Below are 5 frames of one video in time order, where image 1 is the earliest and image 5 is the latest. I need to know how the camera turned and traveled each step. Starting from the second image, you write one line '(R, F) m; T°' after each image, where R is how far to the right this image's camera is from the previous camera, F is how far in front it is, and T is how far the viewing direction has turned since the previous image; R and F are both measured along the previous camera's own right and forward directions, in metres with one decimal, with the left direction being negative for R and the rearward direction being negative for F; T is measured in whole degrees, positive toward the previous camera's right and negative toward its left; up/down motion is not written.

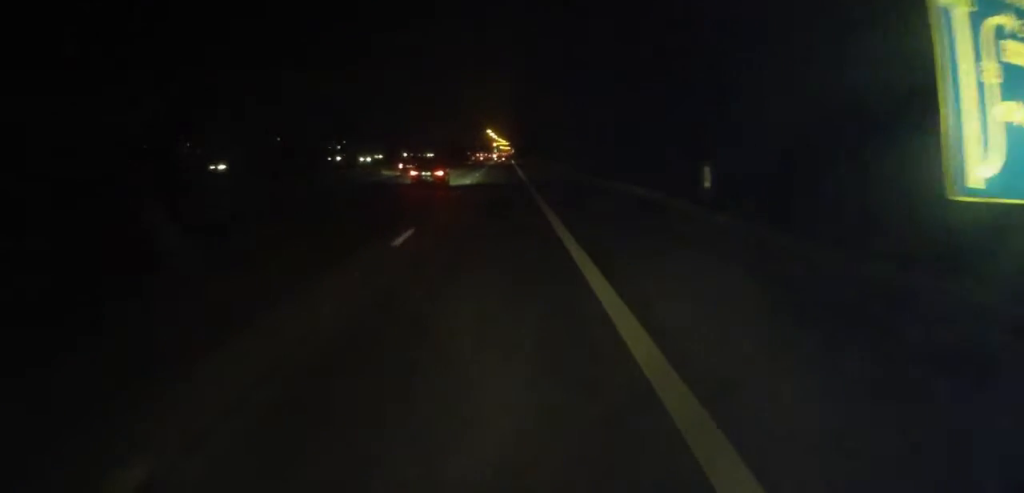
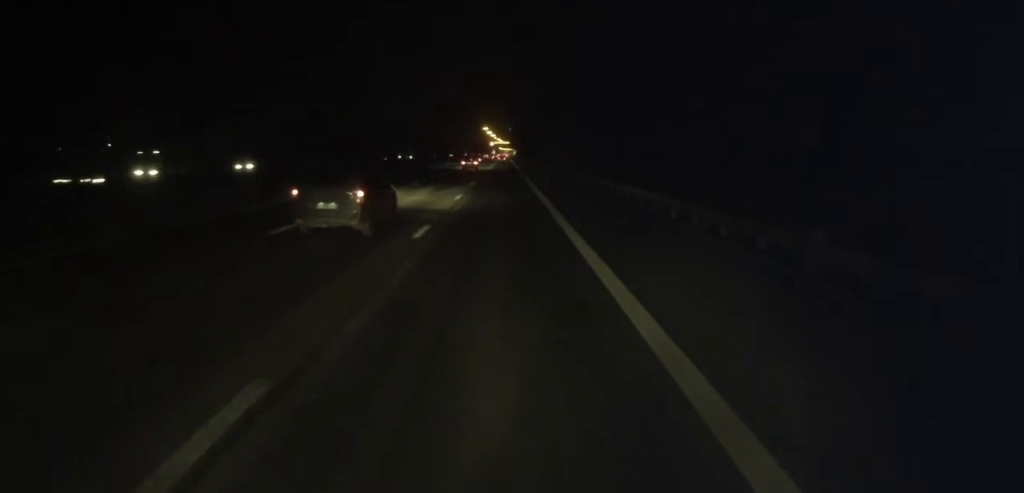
(+0.5, +98.9) m; 0°
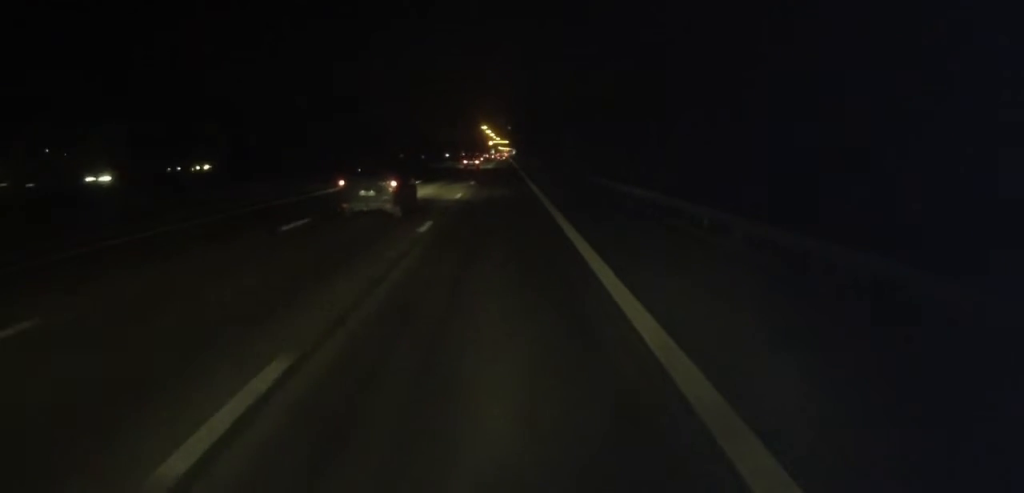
(0.0, +11.8) m; -1°
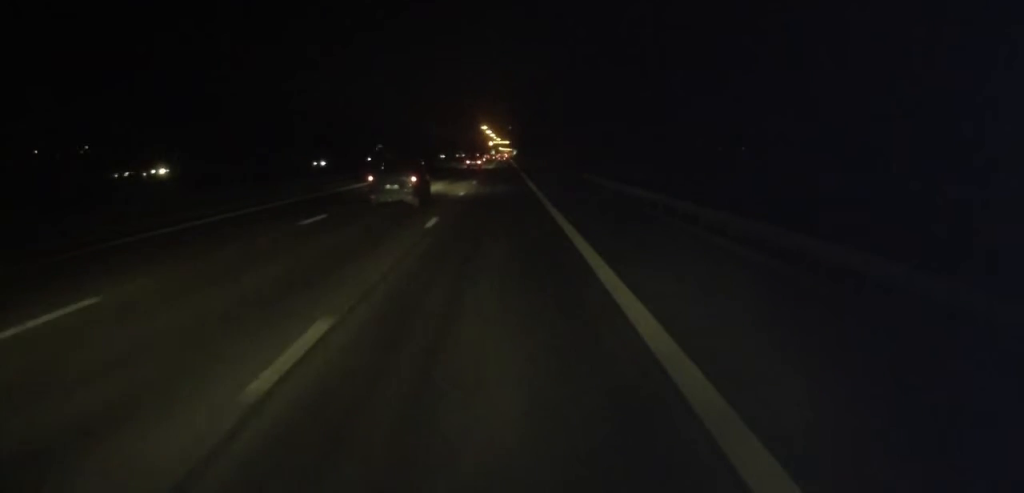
(0.0, +11.0) m; 0°
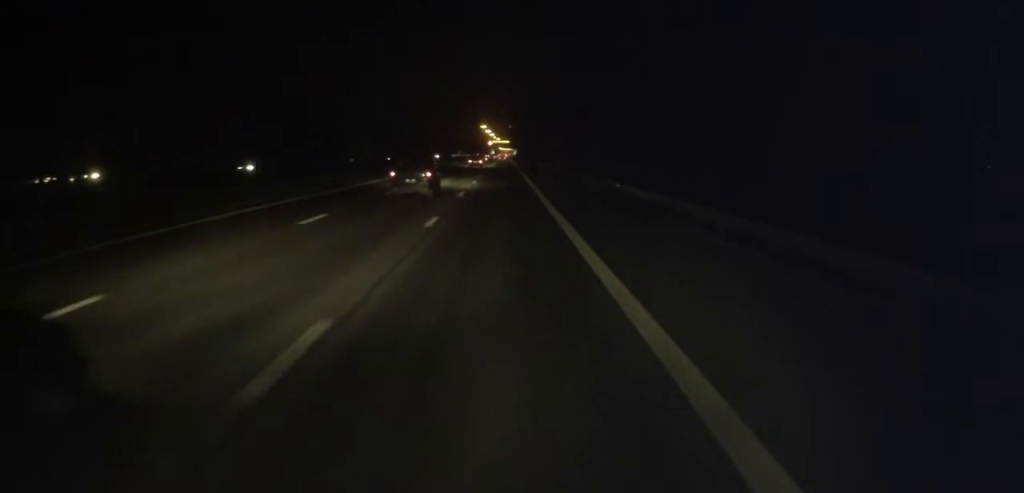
(-0.2, +12.6) m; +1°
